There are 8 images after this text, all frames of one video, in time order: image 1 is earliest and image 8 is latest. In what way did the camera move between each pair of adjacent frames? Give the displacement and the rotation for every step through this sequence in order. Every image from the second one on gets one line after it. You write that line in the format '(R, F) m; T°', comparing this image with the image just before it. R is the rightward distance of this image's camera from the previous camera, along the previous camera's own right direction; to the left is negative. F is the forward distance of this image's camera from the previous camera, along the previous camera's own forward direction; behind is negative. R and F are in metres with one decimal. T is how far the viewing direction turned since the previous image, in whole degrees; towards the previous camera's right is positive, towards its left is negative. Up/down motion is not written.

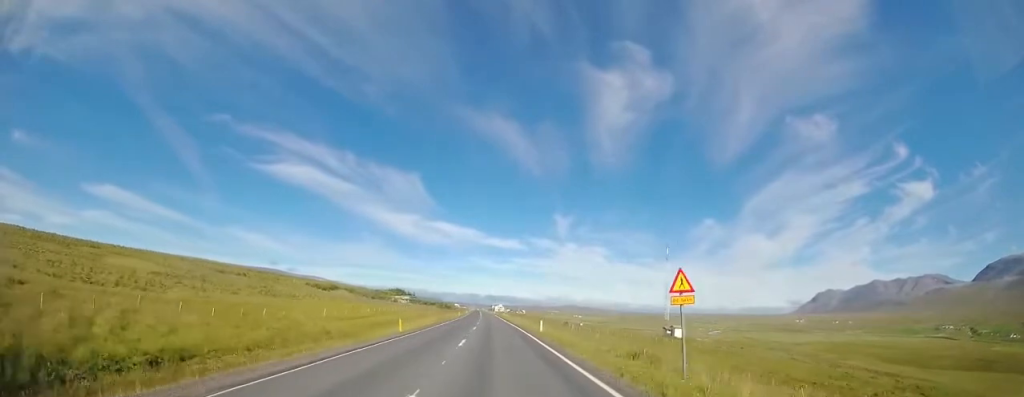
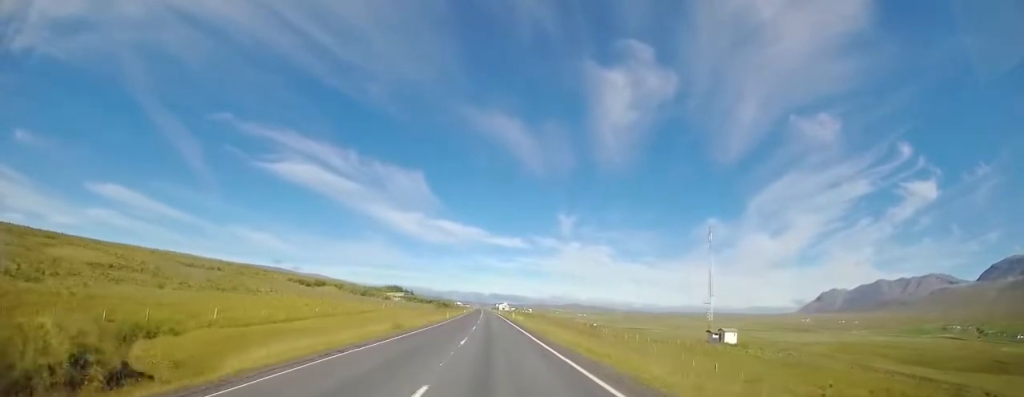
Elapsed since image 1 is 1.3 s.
(-0.2, +23.0) m; 0°
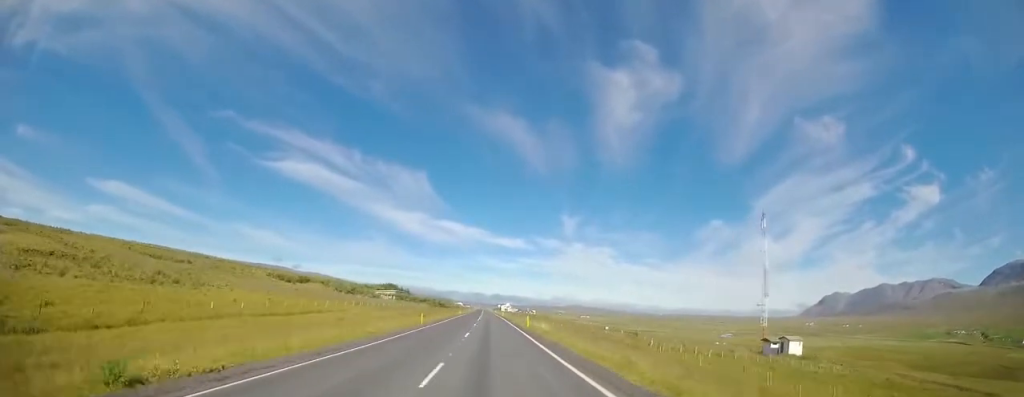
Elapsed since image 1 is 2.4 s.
(+0.2, +20.6) m; 0°
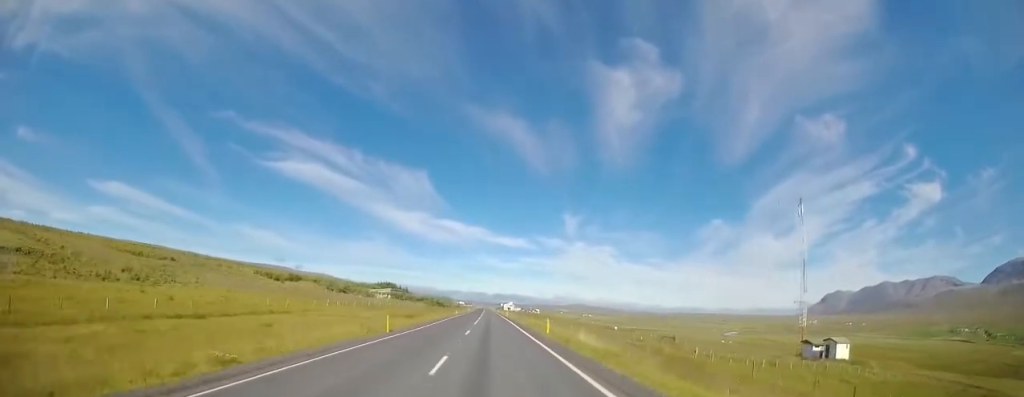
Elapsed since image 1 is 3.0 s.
(-0.1, +11.0) m; 0°
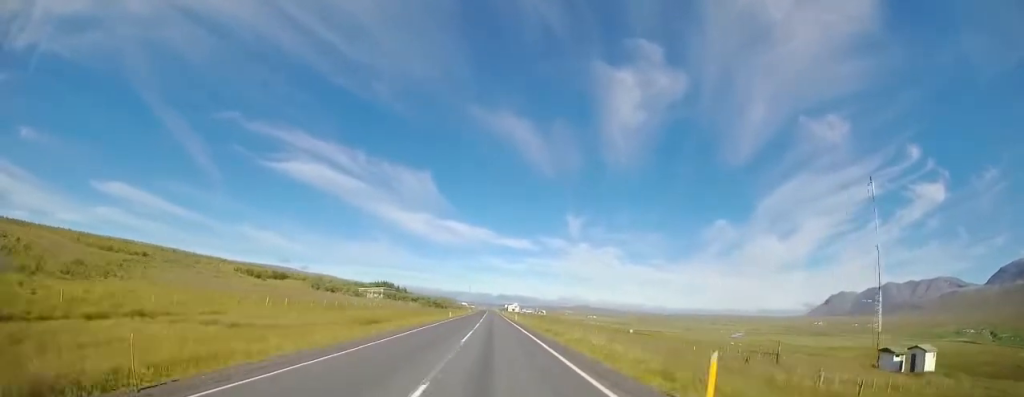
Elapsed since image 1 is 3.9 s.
(+0.1, +16.5) m; 0°
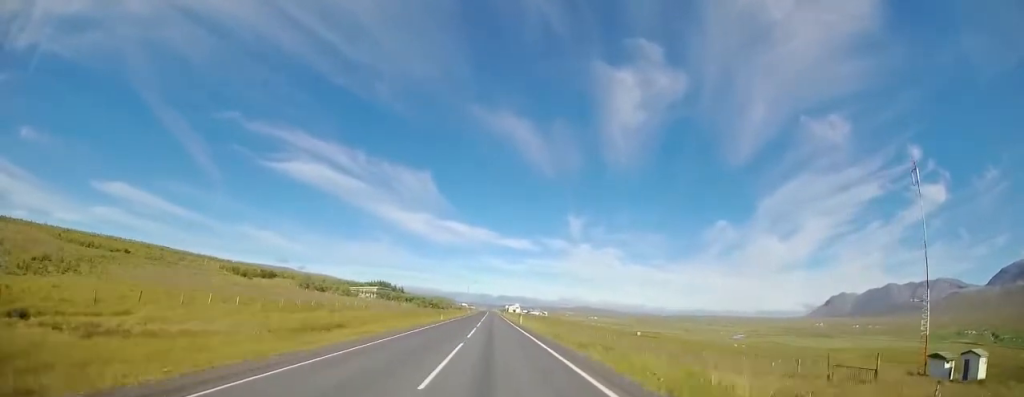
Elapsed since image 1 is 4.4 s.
(+0.1, +9.2) m; 0°
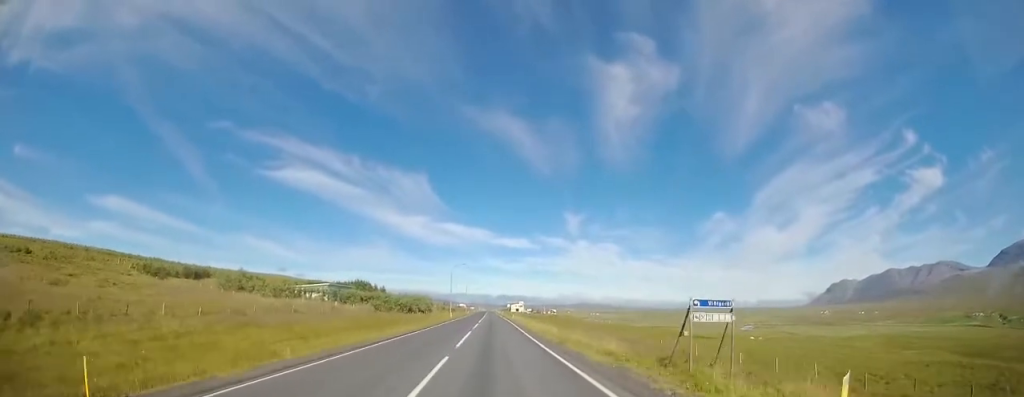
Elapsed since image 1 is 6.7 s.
(-0.5, +40.8) m; -1°
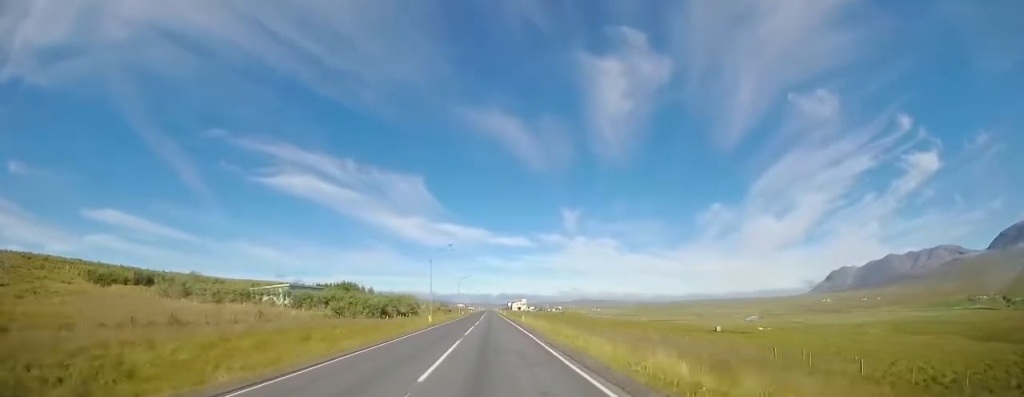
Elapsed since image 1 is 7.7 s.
(0.0, +19.0) m; 0°
